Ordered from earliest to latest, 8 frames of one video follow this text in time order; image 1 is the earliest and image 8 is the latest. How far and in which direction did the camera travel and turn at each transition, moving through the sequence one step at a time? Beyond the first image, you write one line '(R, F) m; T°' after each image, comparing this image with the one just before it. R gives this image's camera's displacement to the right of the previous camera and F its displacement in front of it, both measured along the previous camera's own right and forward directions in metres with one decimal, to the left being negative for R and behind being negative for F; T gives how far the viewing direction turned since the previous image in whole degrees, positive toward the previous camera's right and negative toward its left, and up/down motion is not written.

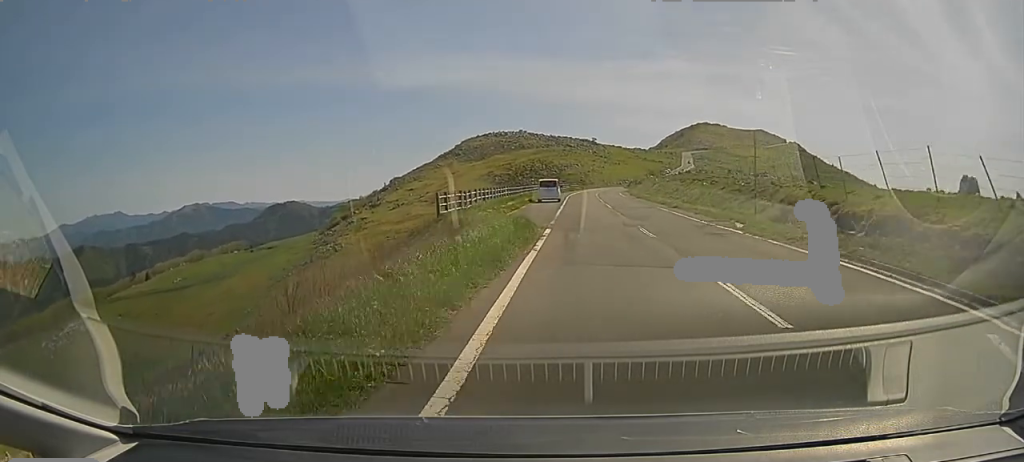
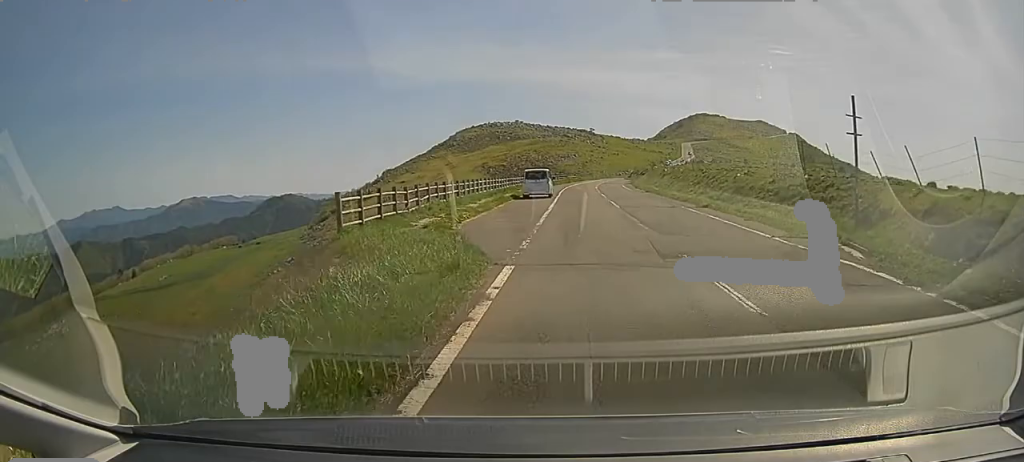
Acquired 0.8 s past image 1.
(0.0, +10.3) m; 0°
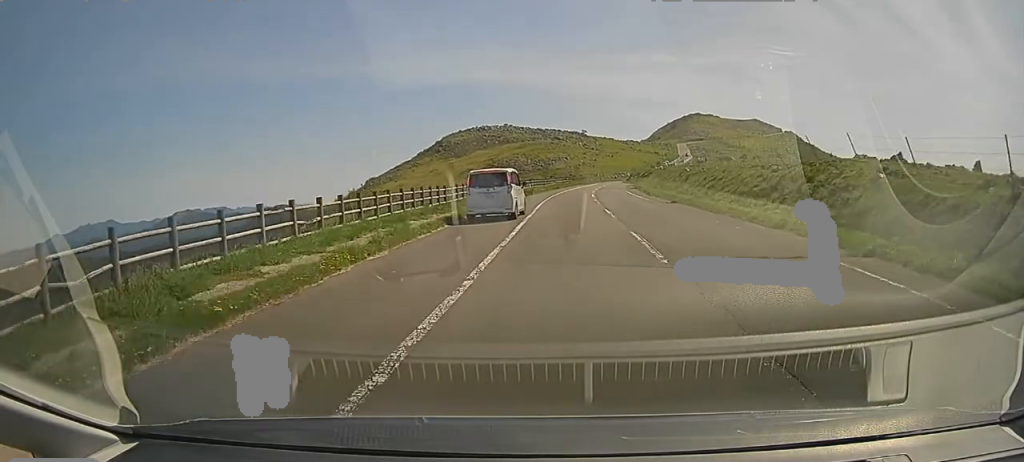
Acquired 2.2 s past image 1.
(+0.1, +17.4) m; 0°
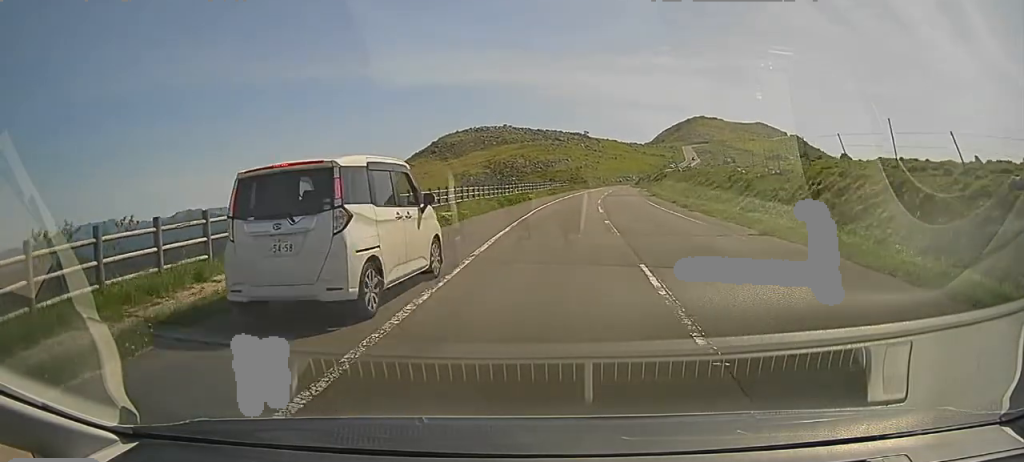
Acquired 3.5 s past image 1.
(-0.2, +15.9) m; -2°
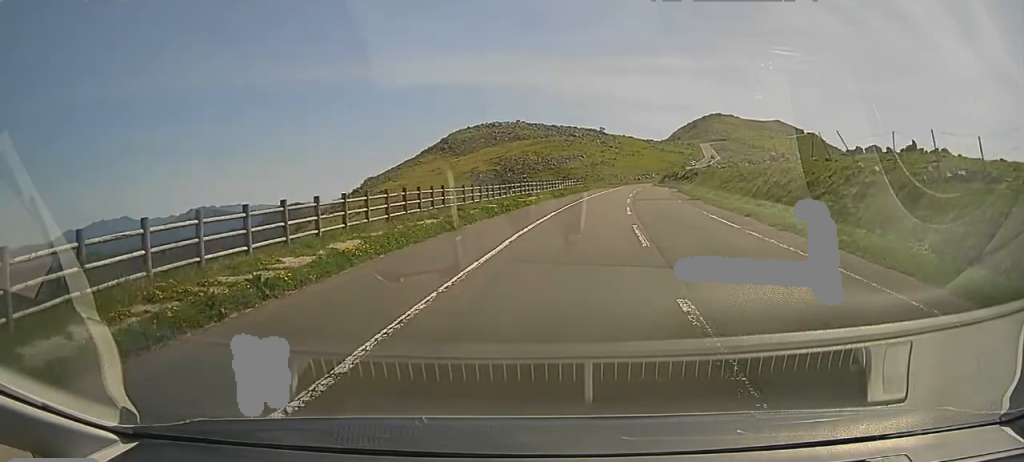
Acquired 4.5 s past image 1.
(-0.2, +13.2) m; 0°
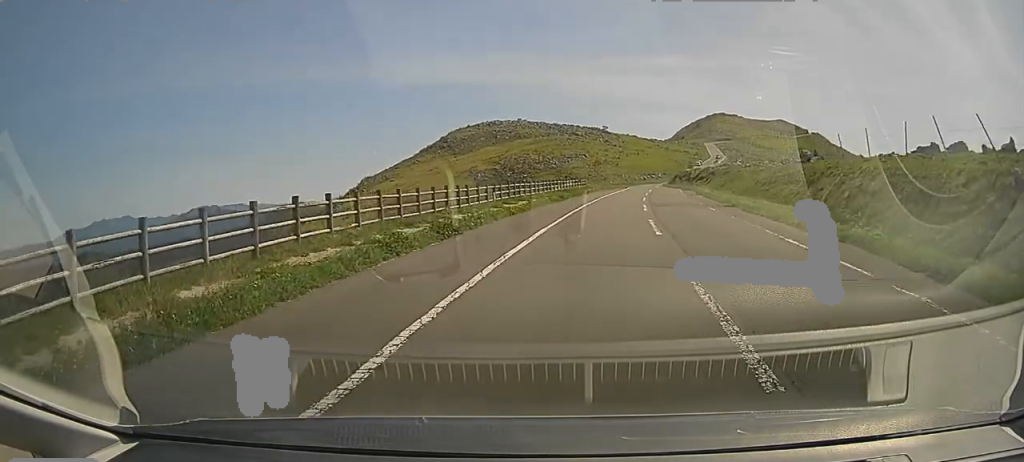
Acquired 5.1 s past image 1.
(+0.2, +8.0) m; +1°
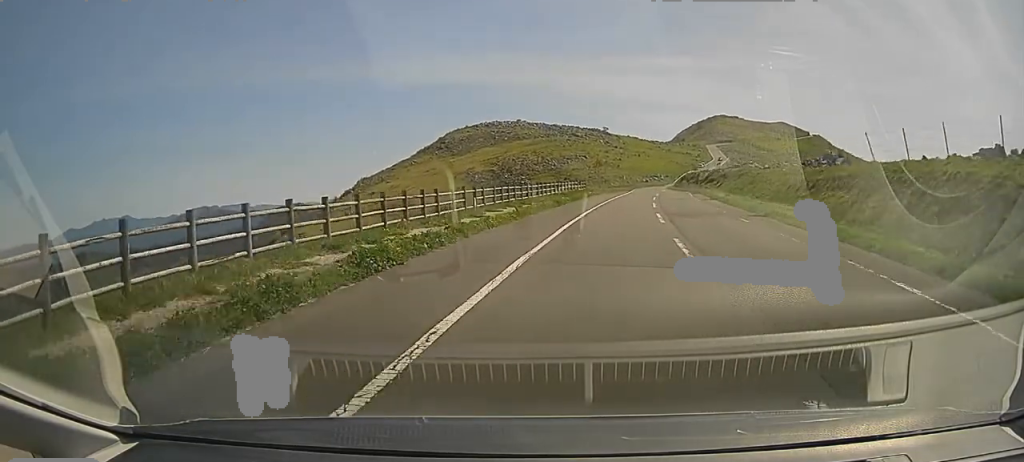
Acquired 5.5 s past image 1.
(0.0, +5.4) m; 0°
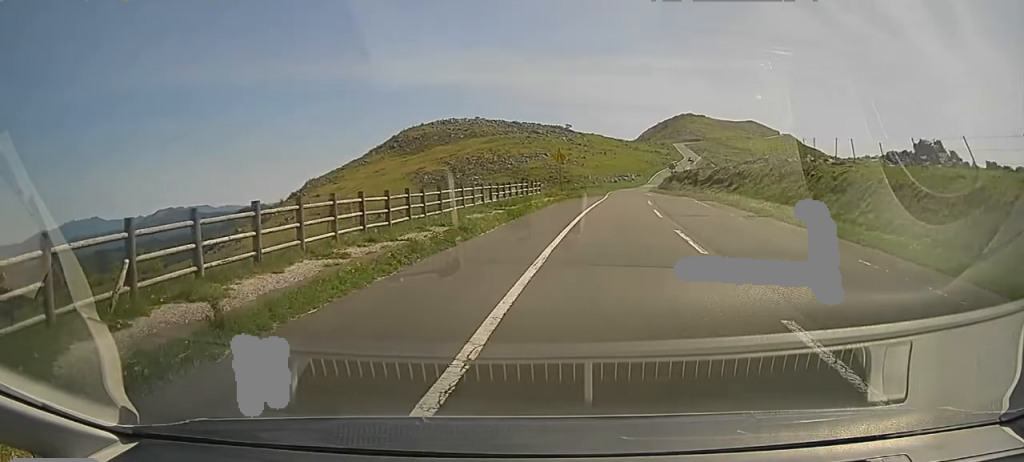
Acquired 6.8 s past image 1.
(-0.1, +18.3) m; +1°
